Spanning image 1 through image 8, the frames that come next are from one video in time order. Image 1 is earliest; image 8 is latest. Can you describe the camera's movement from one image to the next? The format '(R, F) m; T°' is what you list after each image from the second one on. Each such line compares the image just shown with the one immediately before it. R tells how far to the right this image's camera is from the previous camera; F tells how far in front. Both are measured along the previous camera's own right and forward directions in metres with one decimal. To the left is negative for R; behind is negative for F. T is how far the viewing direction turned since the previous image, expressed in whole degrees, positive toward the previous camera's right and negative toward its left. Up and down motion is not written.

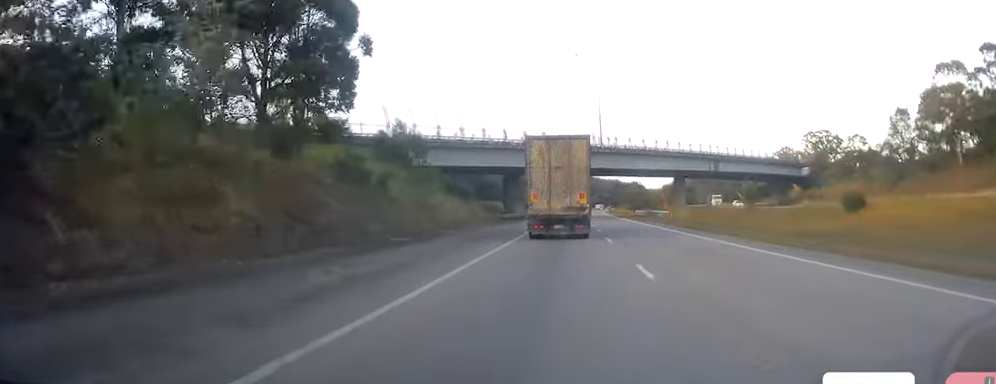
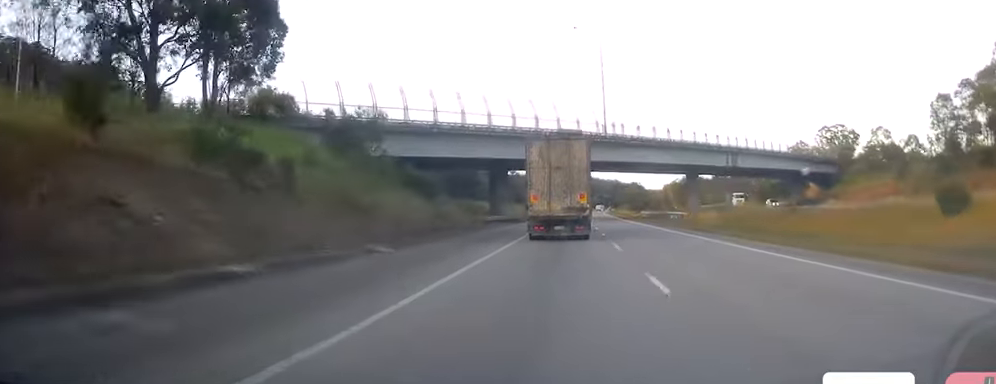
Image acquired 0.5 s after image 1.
(+0.1, +14.0) m; 0°
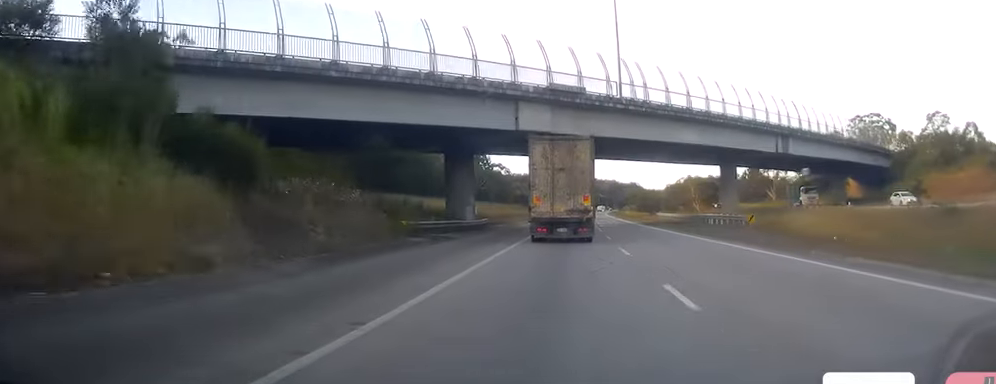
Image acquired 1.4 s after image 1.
(+0.3, +26.2) m; 0°
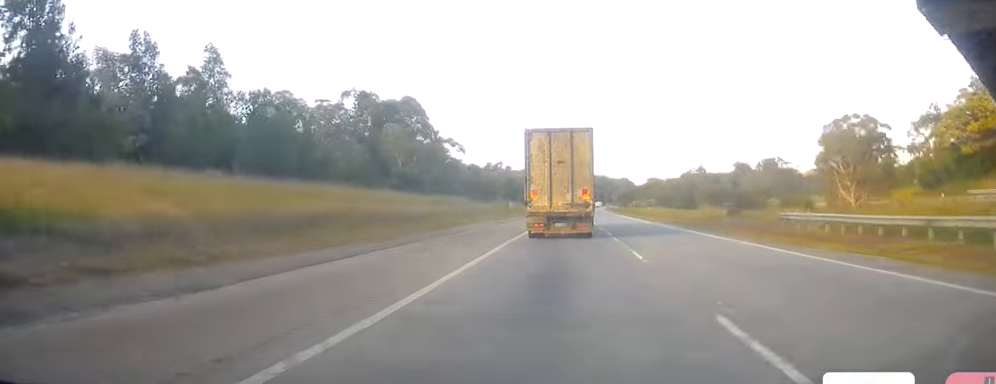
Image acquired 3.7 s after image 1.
(-0.4, +65.0) m; 0°
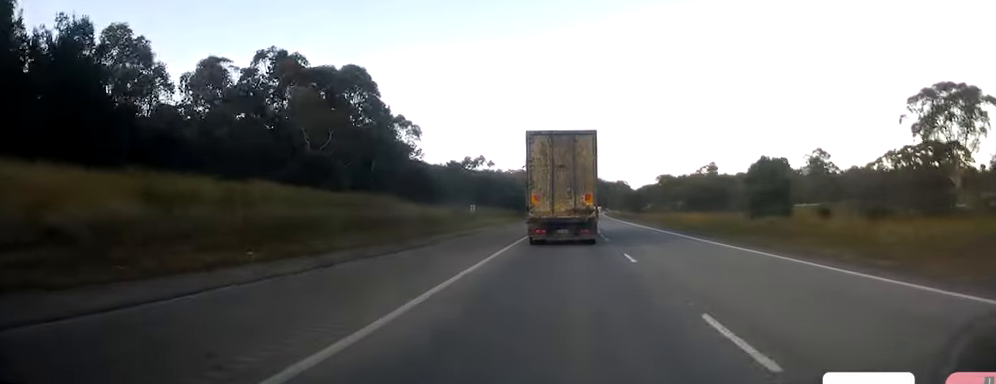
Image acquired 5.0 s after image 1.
(+0.7, +35.6) m; +2°
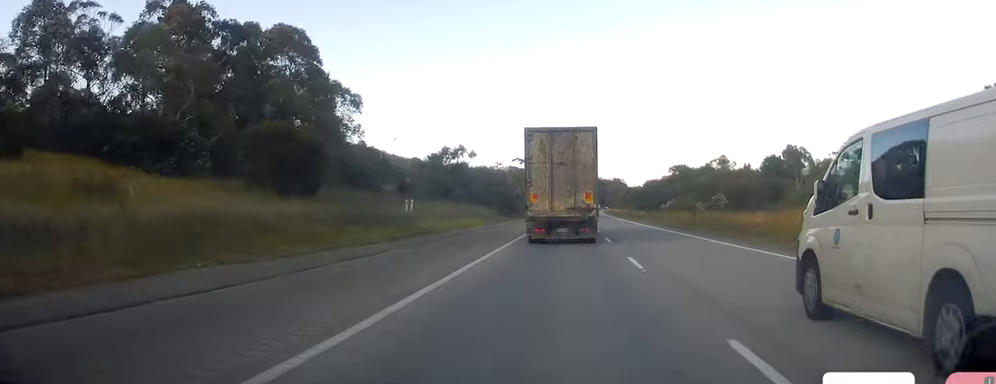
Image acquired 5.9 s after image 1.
(0.0, +26.2) m; 0°
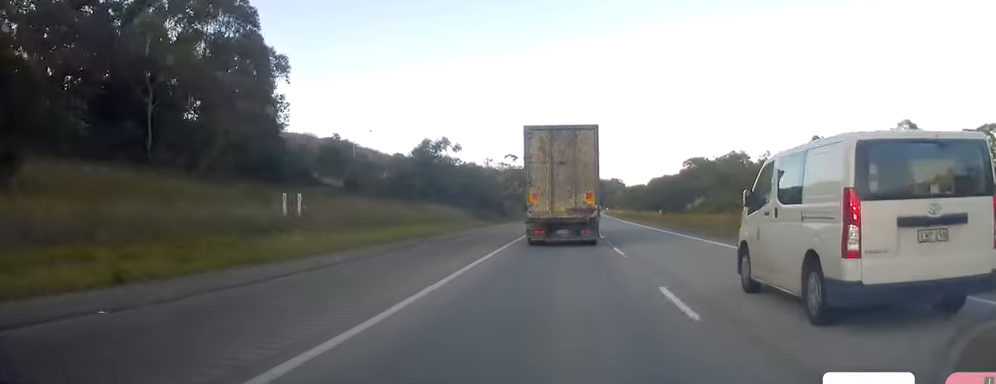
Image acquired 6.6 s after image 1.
(+0.1, +18.8) m; 0°
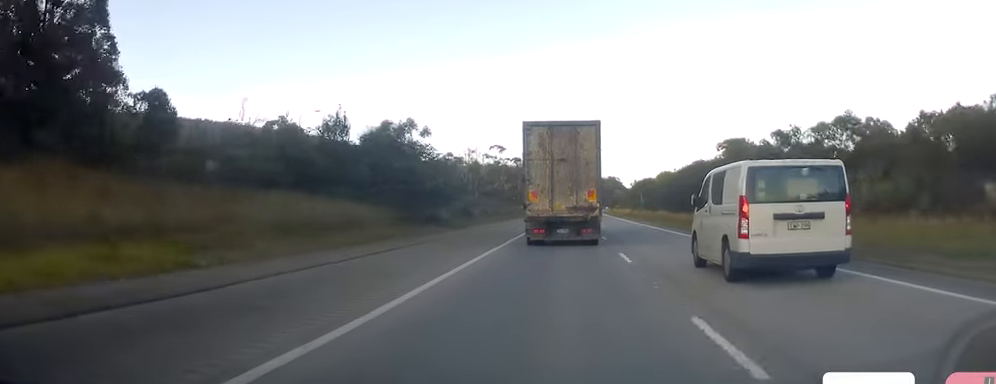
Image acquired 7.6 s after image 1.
(+0.1, +28.3) m; +1°
